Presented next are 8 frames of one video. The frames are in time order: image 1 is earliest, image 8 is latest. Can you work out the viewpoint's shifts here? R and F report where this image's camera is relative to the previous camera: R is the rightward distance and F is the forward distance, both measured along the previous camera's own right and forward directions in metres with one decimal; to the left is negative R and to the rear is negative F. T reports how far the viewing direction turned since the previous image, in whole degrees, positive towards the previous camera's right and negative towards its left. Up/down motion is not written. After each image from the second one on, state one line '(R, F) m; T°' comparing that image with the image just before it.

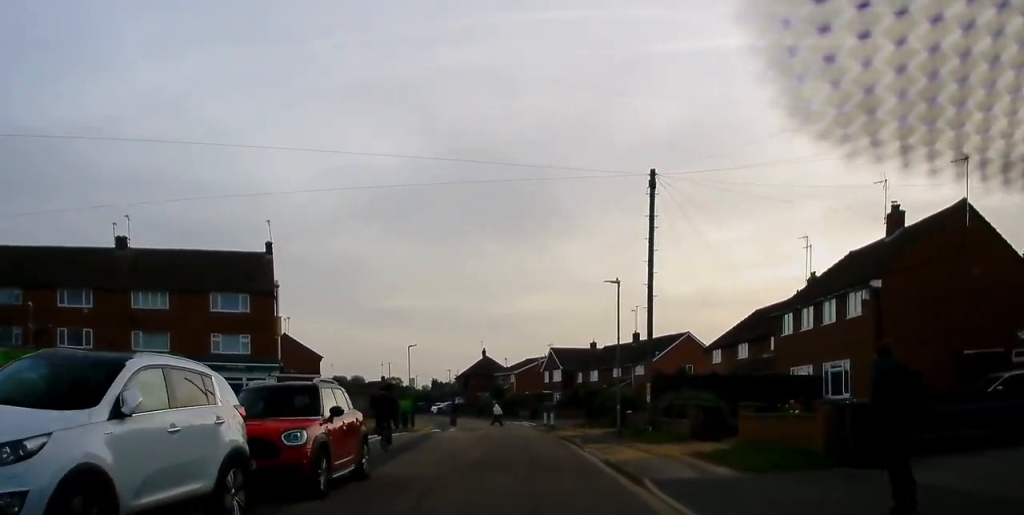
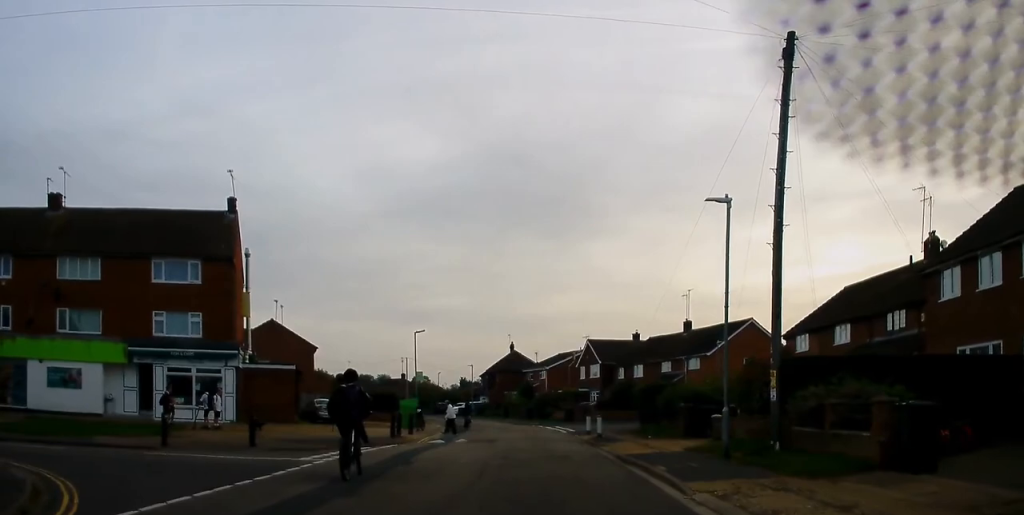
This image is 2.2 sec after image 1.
(-0.8, +11.2) m; -1°
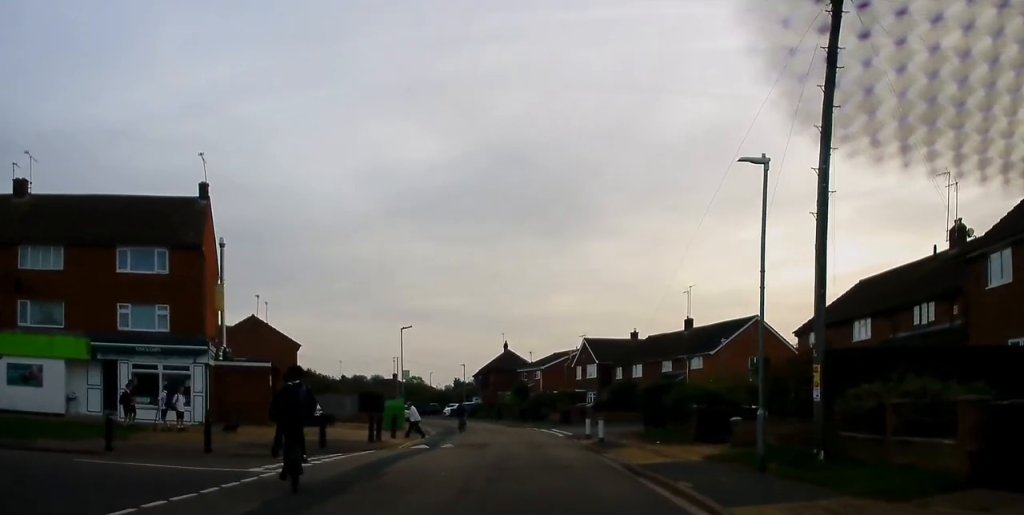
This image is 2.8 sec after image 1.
(0.0, +2.9) m; +2°
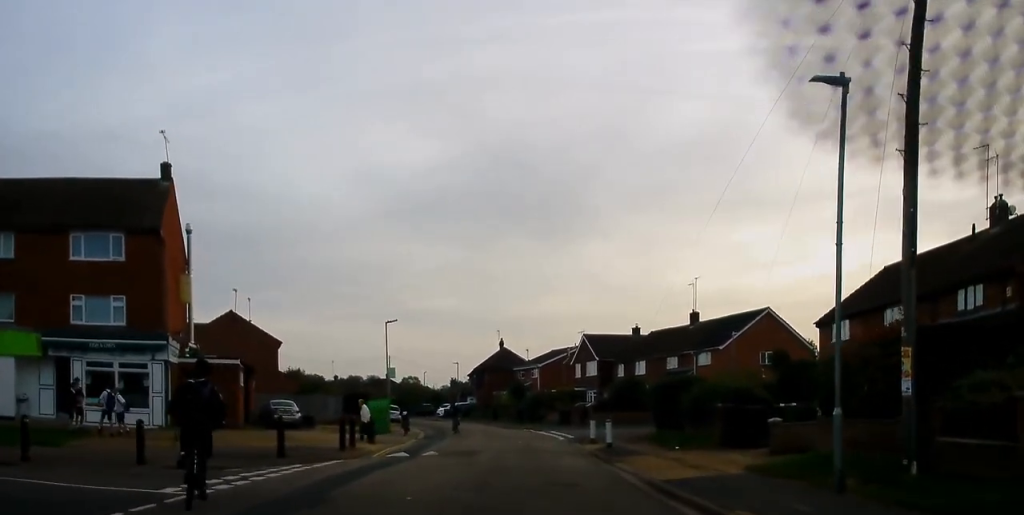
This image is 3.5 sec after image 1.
(+0.5, +3.5) m; 0°
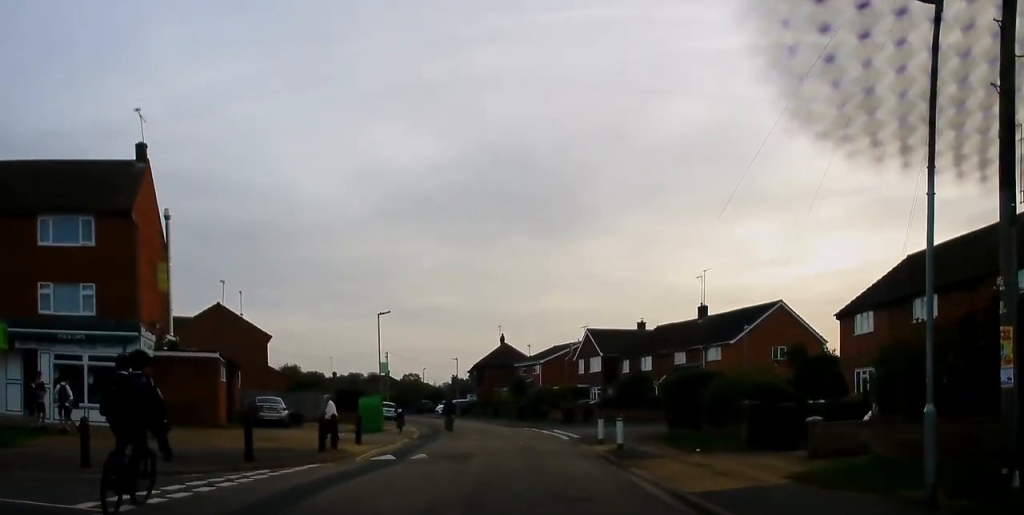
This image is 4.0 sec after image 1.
(-0.3, +2.4) m; -3°
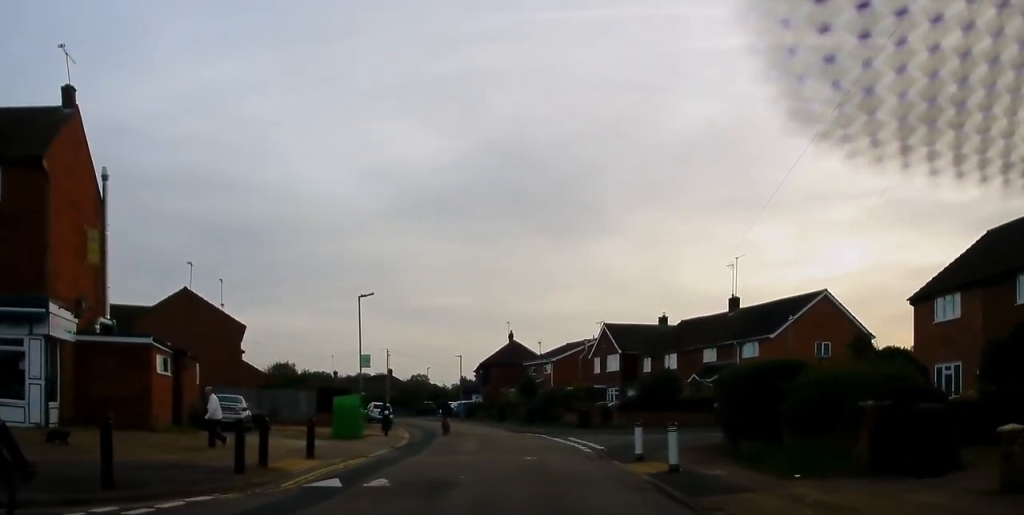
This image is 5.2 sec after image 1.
(-0.3, +6.1) m; -2°
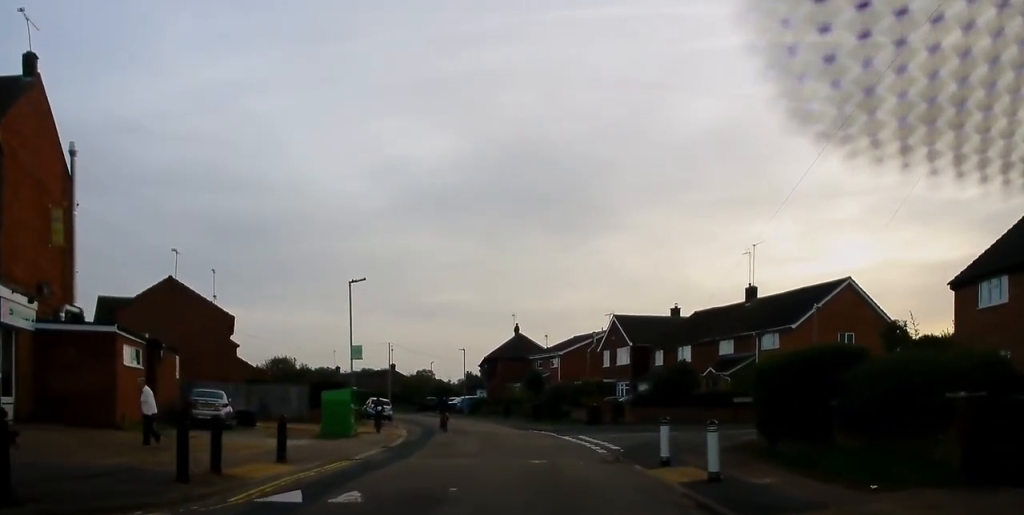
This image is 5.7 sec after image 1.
(0.0, +2.5) m; 0°
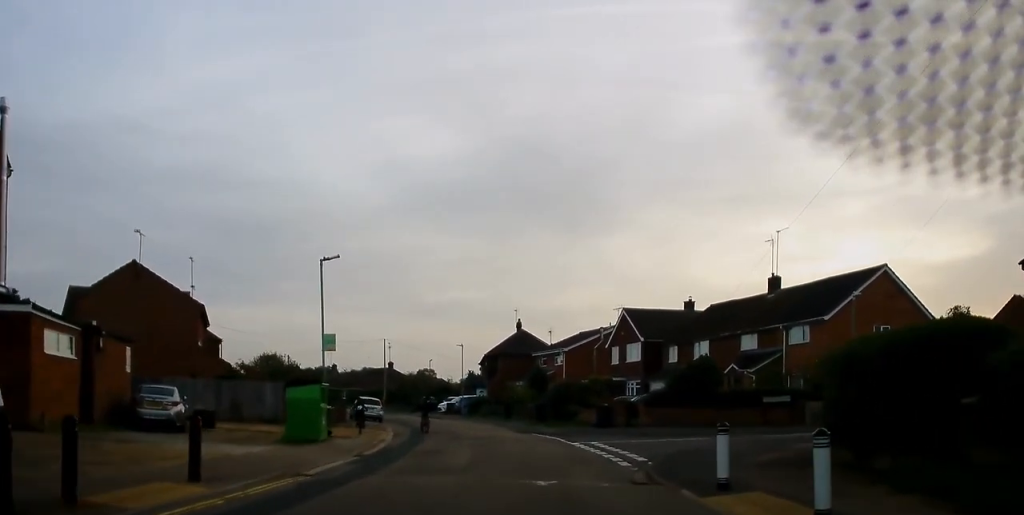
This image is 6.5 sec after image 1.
(+0.1, +4.2) m; -4°
